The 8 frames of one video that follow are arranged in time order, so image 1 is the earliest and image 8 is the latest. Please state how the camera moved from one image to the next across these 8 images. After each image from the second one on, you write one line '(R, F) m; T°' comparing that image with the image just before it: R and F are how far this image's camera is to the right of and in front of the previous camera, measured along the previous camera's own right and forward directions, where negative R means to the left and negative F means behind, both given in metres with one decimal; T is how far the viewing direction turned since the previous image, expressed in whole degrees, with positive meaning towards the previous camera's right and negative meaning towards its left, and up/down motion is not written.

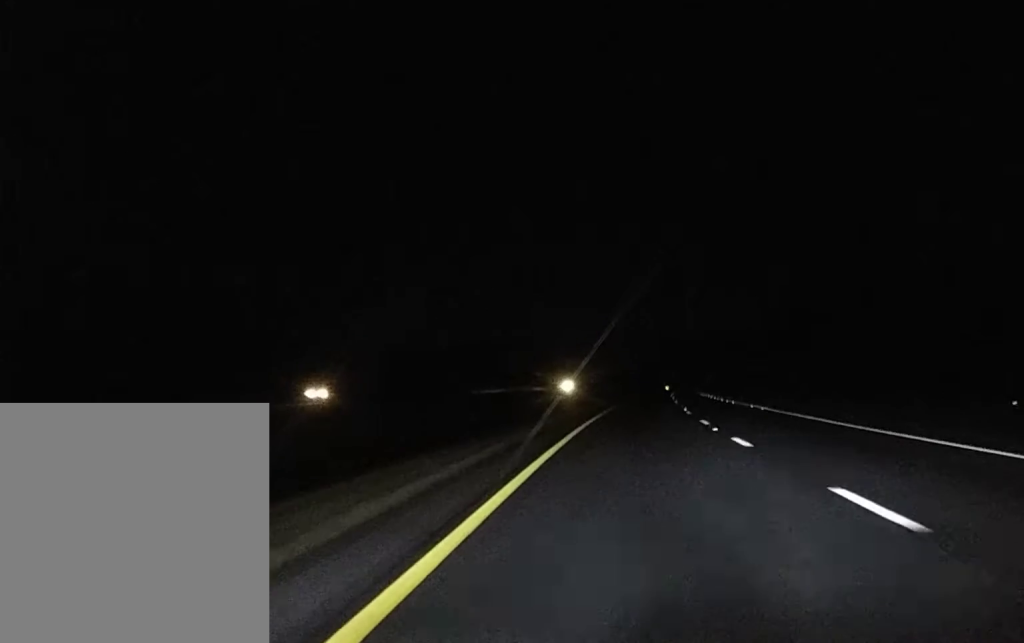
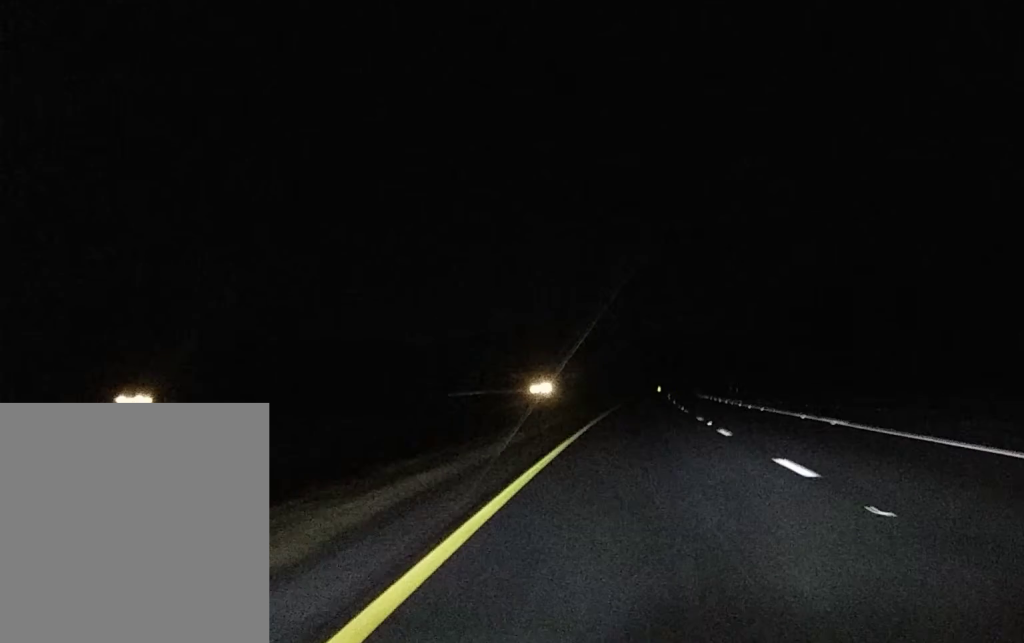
(0.0, +21.0) m; +1°
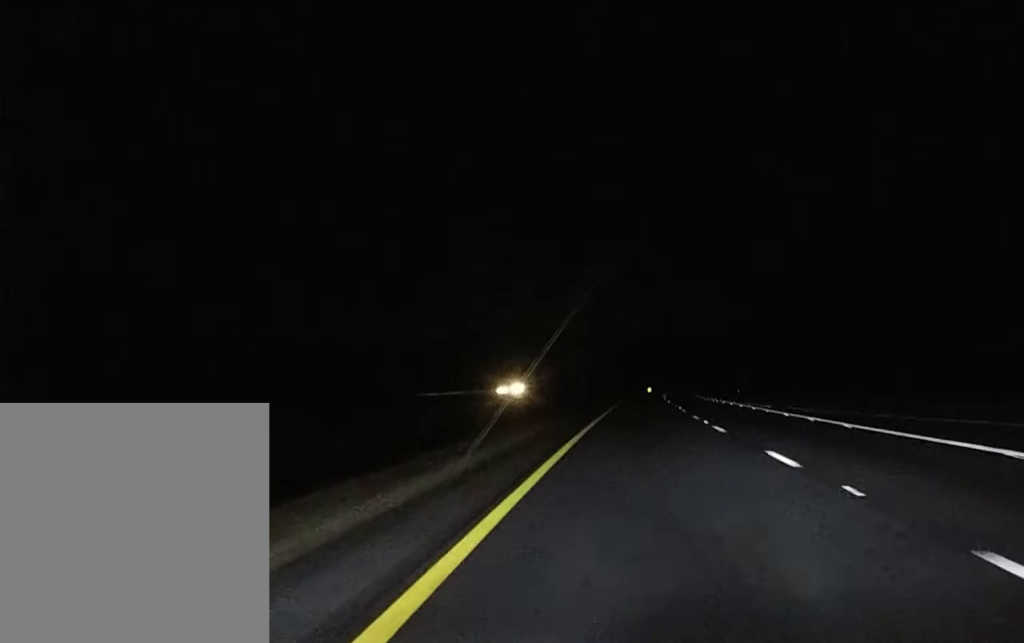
(+0.3, +21.7) m; +1°
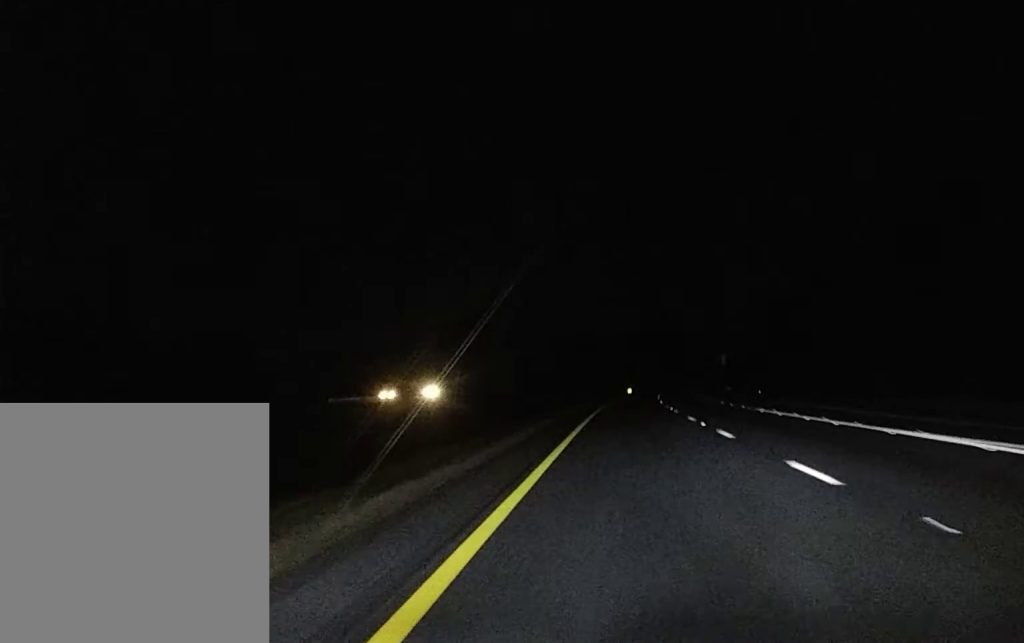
(+0.6, +49.2) m; +1°
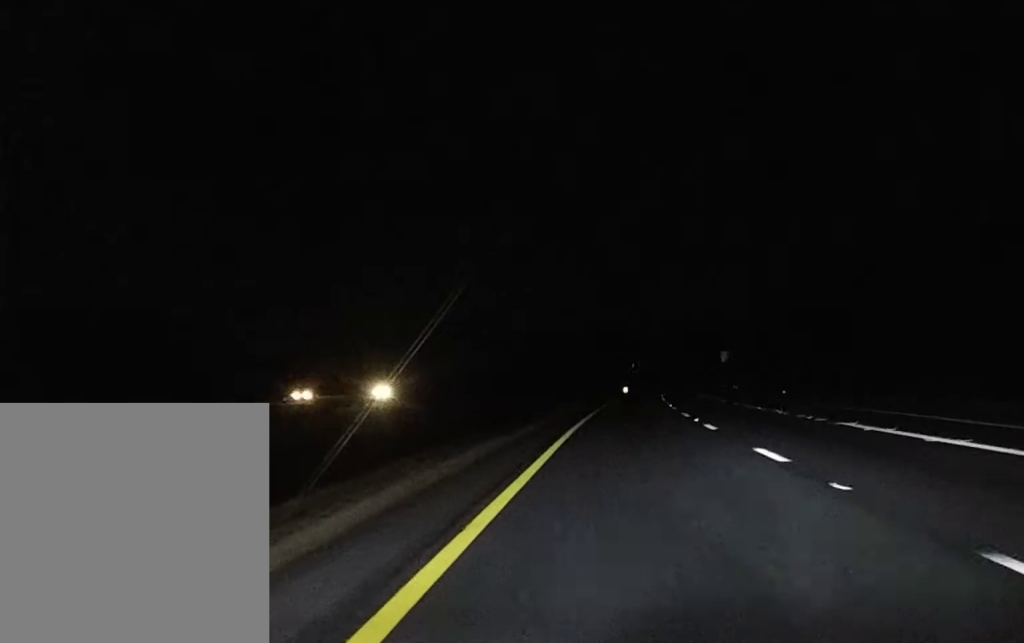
(+0.1, +18.2) m; 0°
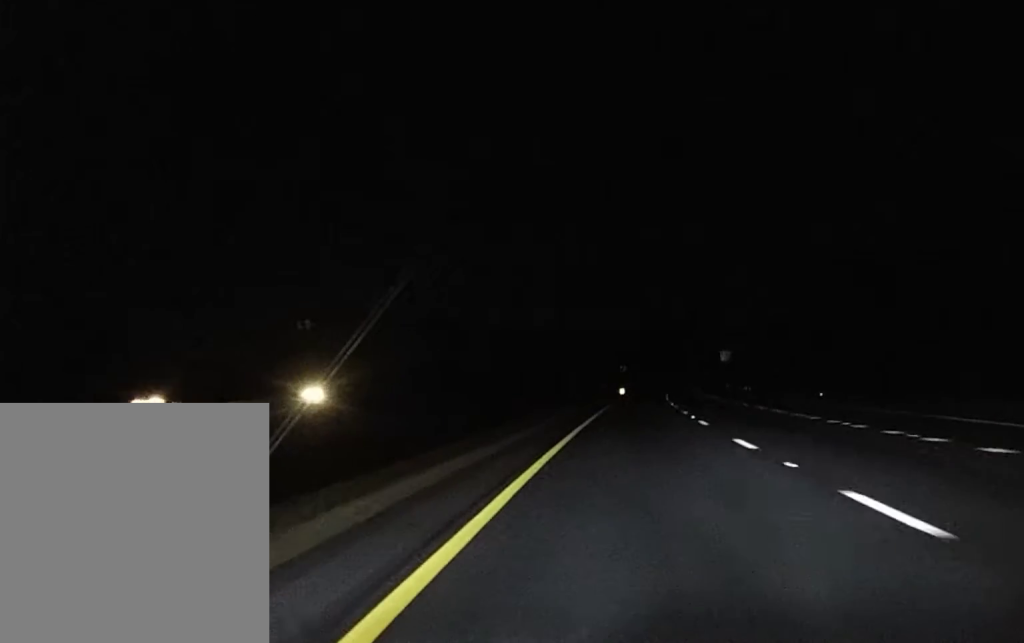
(0.0, +18.4) m; 0°
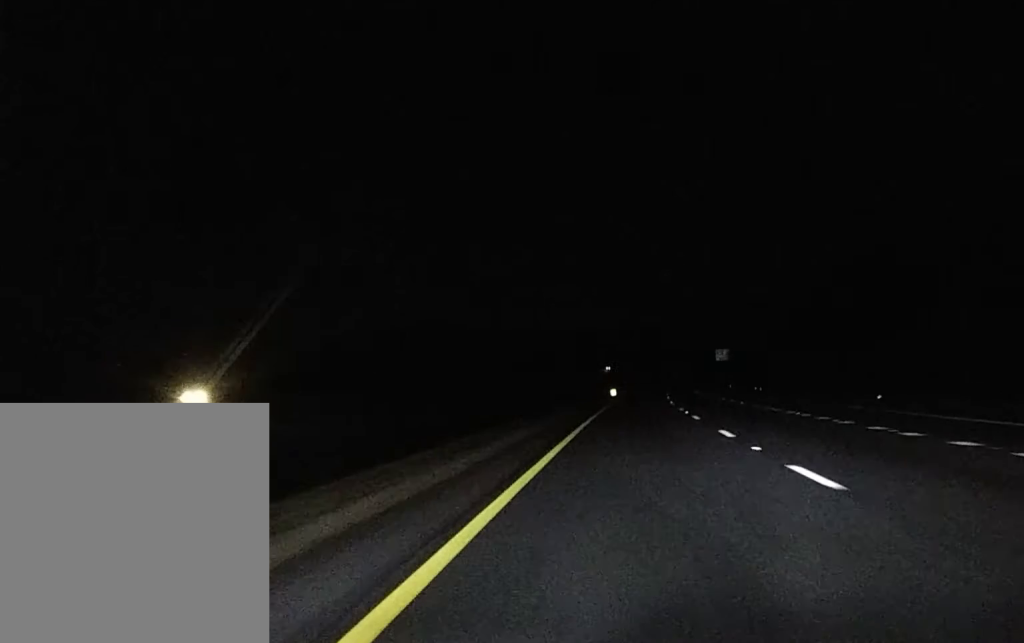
(+0.1, +17.5) m; 0°
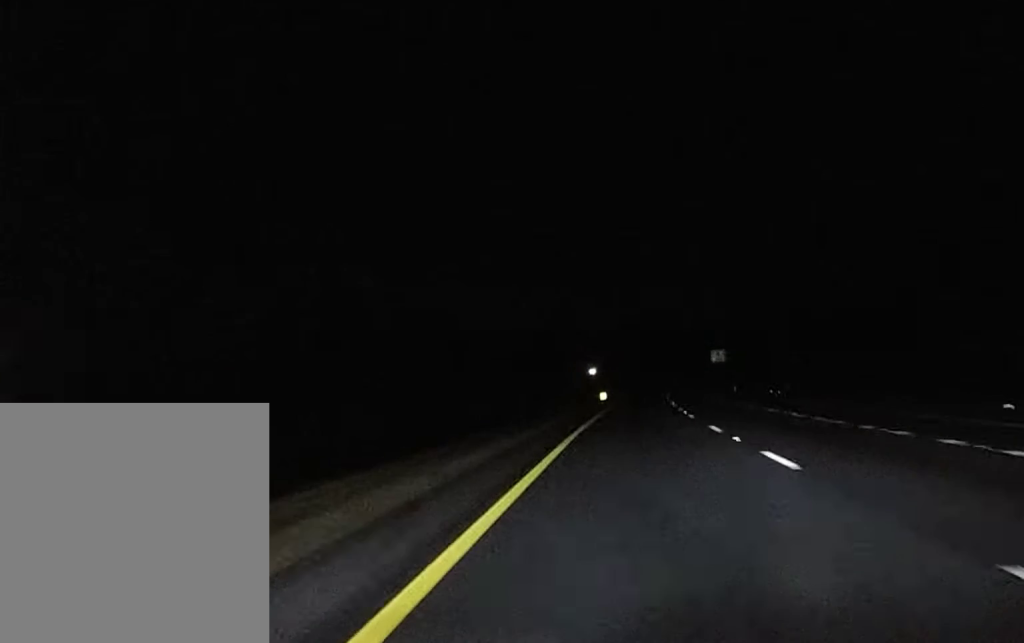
(+0.1, +21.5) m; 0°
